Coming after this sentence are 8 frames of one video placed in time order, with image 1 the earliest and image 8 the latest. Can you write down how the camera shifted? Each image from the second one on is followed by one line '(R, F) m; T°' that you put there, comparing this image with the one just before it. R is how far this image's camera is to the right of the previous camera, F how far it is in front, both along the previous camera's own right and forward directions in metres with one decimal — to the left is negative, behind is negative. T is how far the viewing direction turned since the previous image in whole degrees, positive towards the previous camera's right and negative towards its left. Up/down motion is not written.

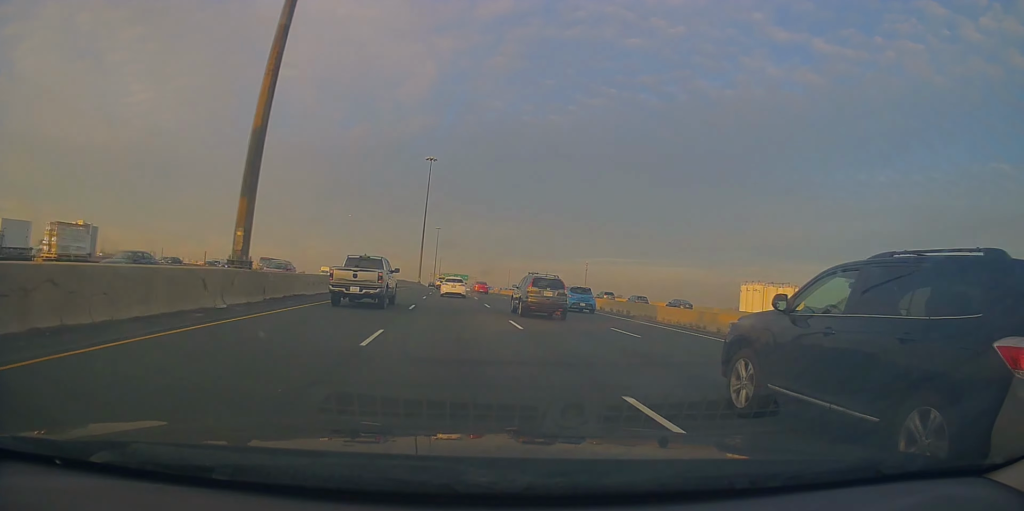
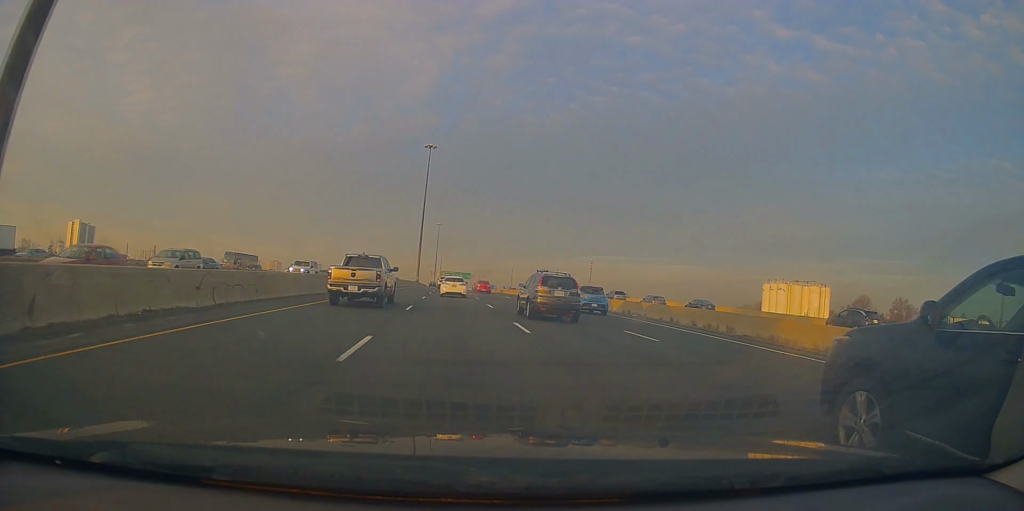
(0.0, +13.7) m; 0°
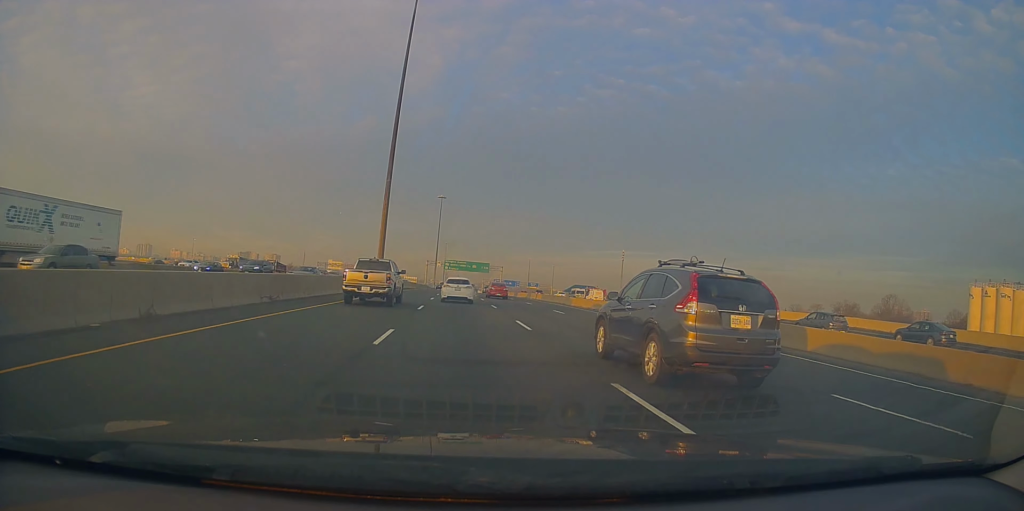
(-0.2, +85.1) m; 0°
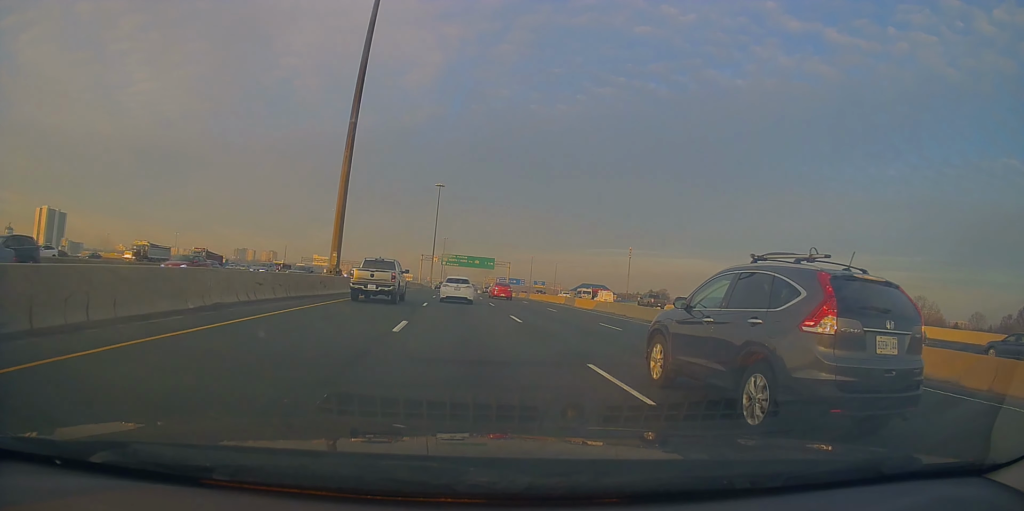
(0.0, +22.5) m; -1°
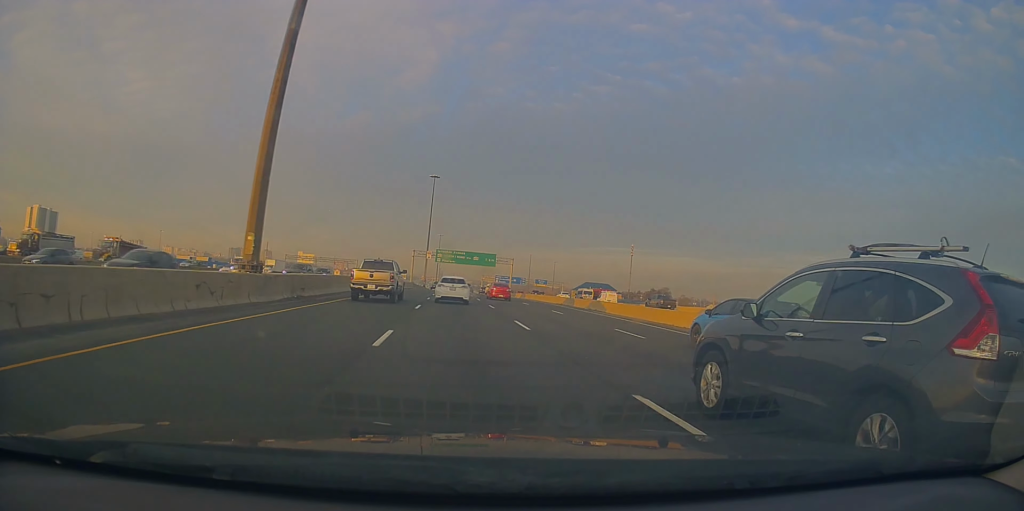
(0.0, +15.2) m; 0°
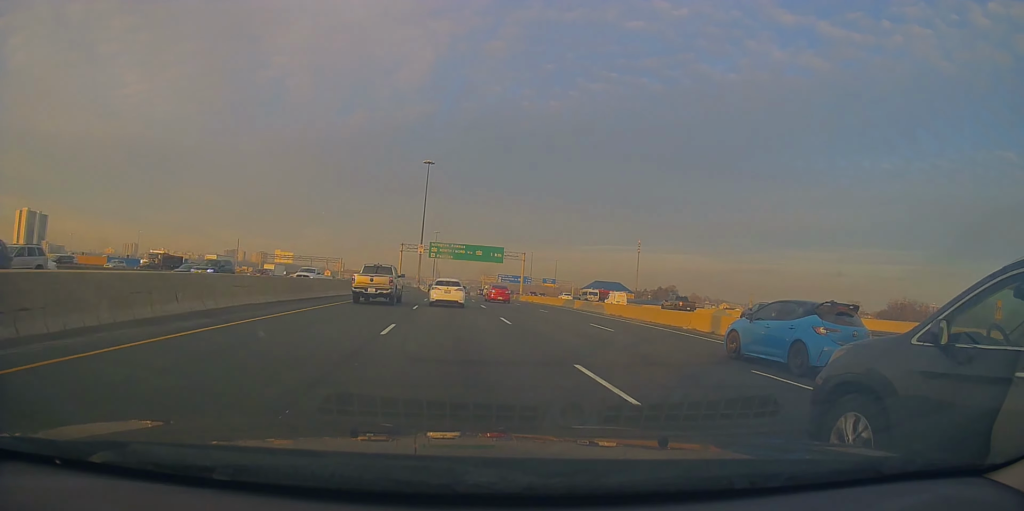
(-0.4, +21.8) m; +1°
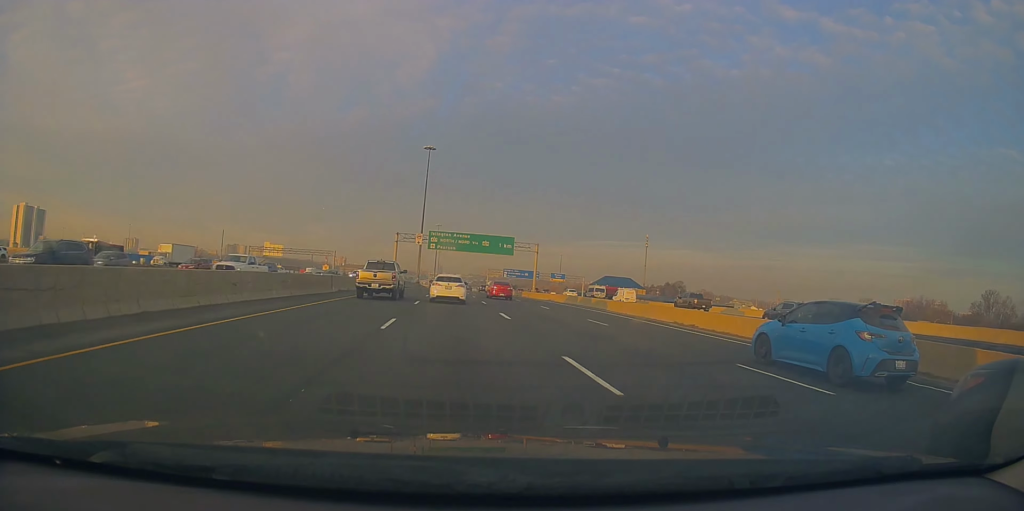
(+0.1, +11.8) m; 0°
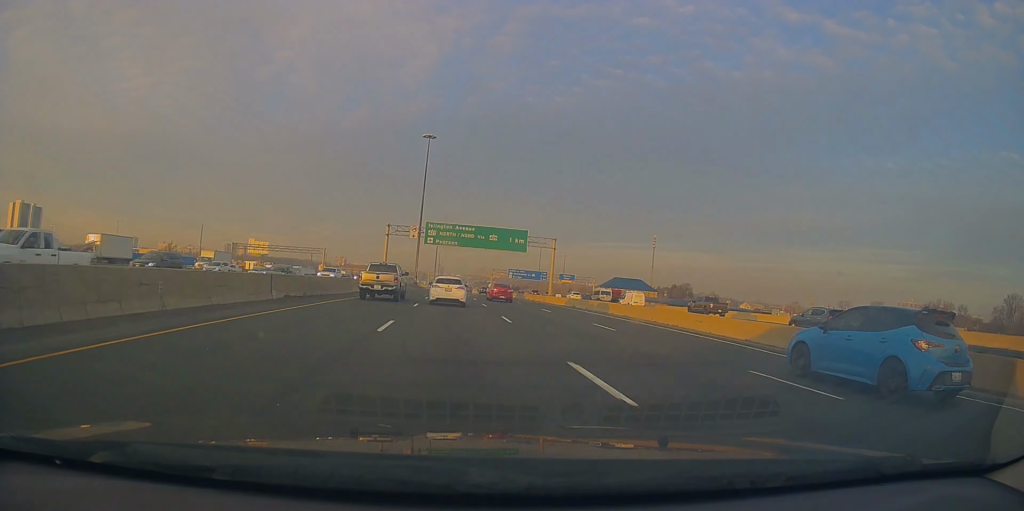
(+0.4, +12.8) m; 0°
